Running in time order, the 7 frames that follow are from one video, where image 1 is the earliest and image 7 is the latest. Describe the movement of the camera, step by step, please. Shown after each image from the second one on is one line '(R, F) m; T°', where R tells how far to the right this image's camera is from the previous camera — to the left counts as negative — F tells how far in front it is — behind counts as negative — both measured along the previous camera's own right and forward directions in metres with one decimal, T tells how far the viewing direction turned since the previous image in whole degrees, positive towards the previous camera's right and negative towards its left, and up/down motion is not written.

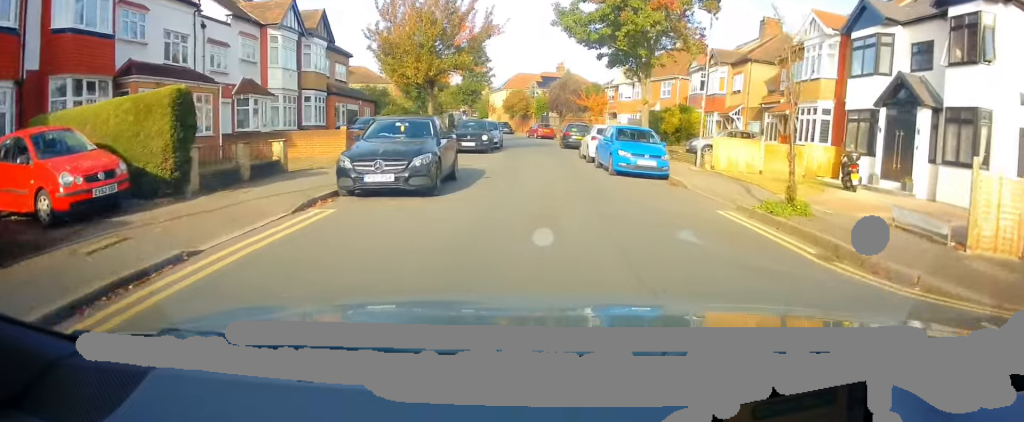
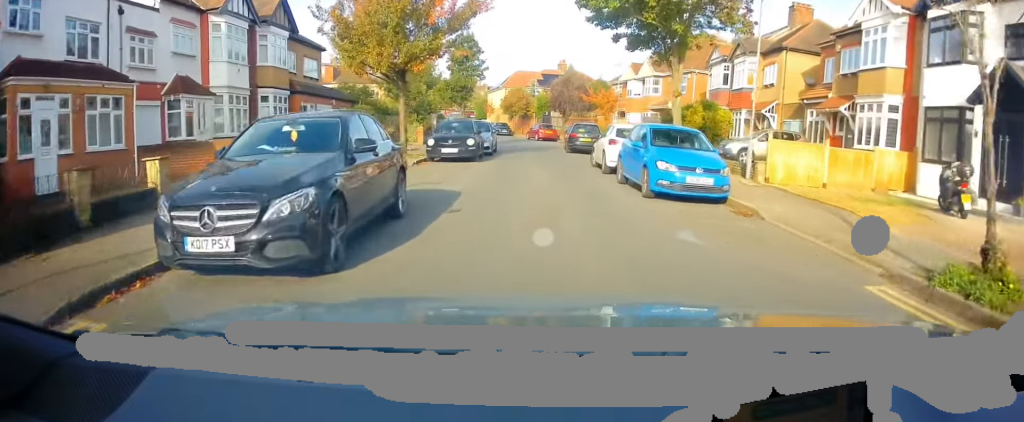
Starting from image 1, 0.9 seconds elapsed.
(+0.3, +5.6) m; +1°
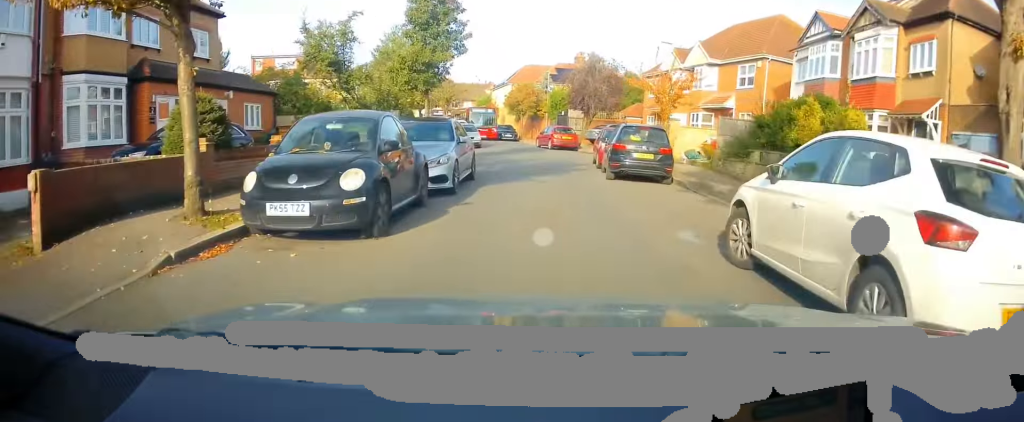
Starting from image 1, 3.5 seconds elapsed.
(-0.3, +13.5) m; -2°
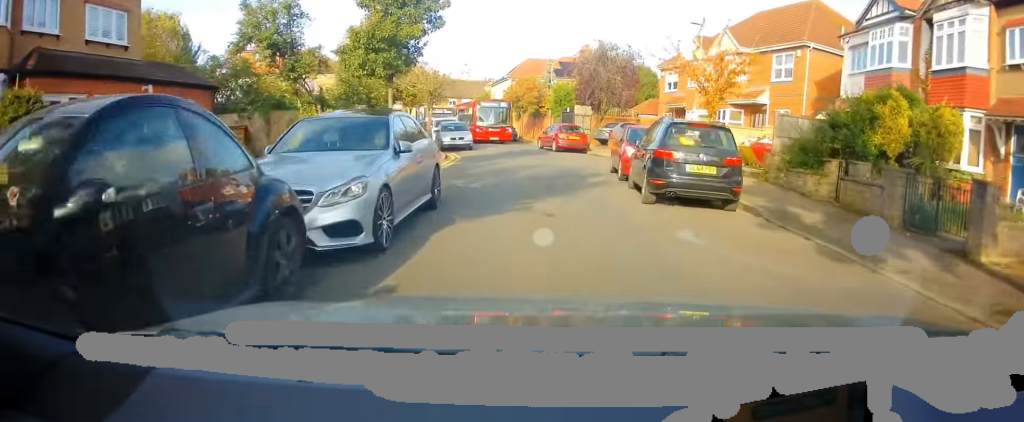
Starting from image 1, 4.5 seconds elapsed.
(-0.1, +5.2) m; -1°
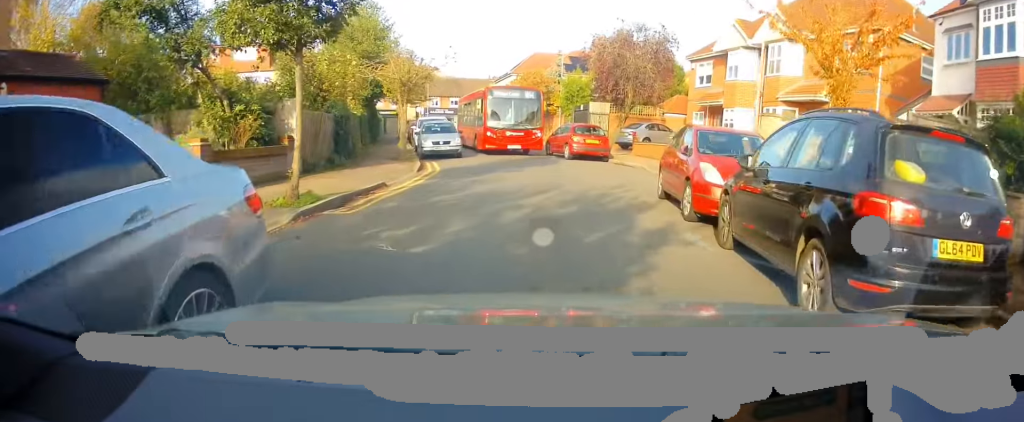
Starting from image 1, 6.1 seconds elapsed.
(-0.3, +7.2) m; -2°
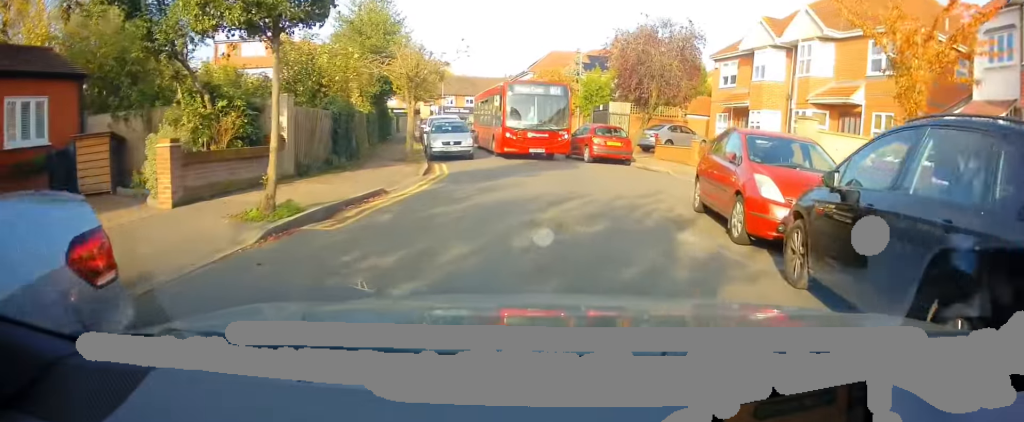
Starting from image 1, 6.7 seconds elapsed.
(+0.2, +1.7) m; 0°
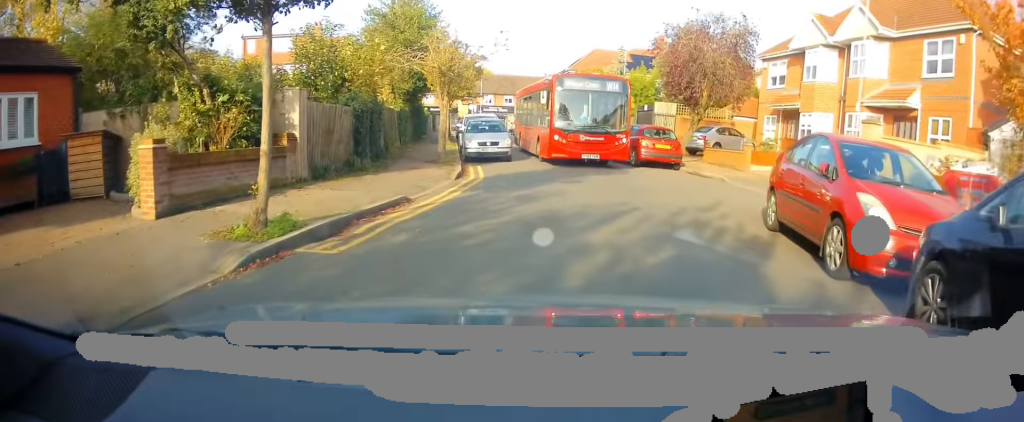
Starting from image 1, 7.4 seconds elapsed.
(+0.1, +2.0) m; -1°
